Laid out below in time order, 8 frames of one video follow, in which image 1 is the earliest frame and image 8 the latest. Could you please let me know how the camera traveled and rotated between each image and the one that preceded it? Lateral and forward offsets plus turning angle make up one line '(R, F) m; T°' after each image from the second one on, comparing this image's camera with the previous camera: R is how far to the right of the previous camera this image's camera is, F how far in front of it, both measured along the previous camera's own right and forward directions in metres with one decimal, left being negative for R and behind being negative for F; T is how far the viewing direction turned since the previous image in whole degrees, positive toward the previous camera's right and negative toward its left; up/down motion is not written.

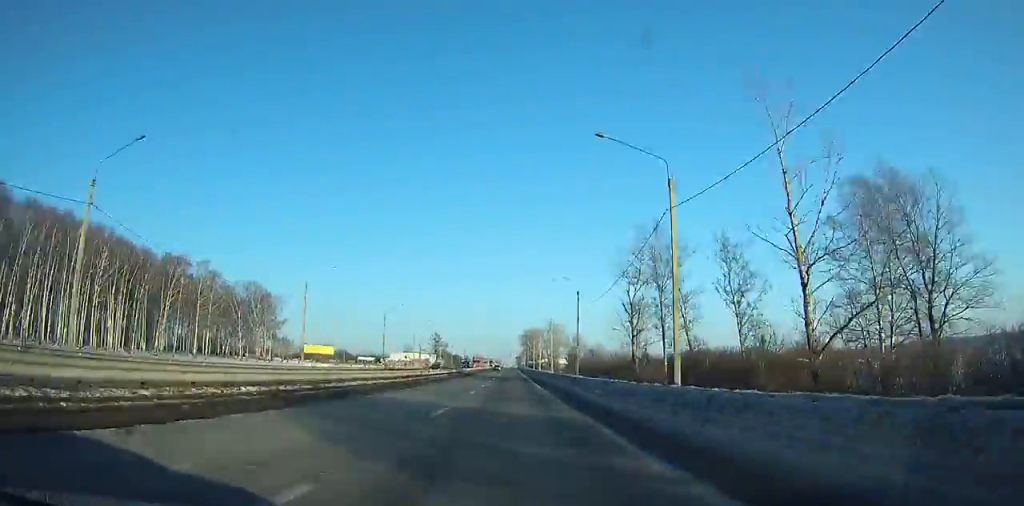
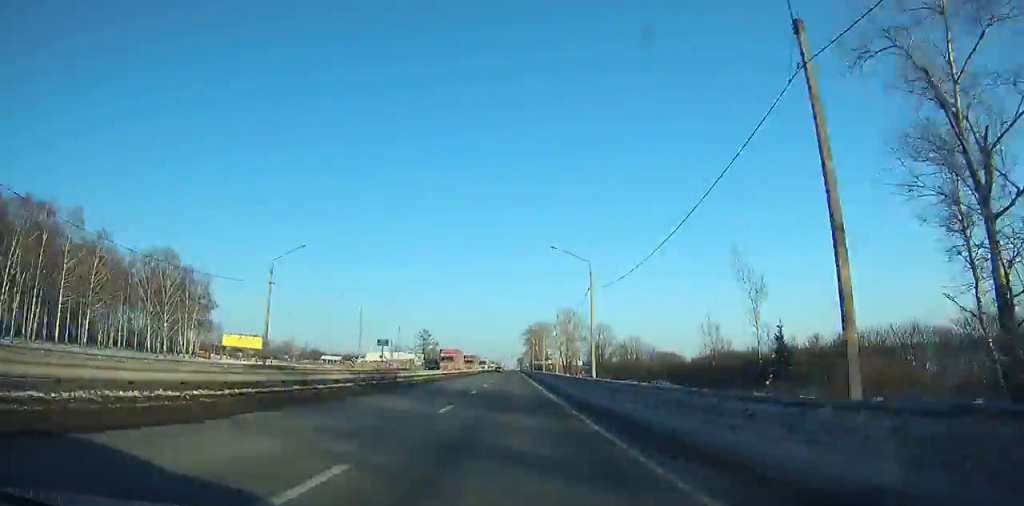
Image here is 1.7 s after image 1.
(0.0, +45.7) m; 0°
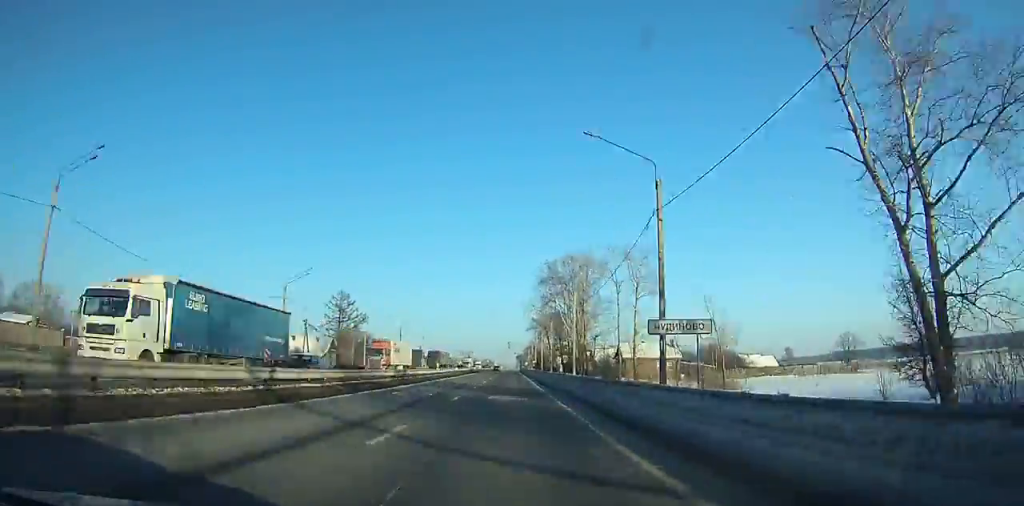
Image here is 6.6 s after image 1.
(-1.0, +121.2) m; -1°
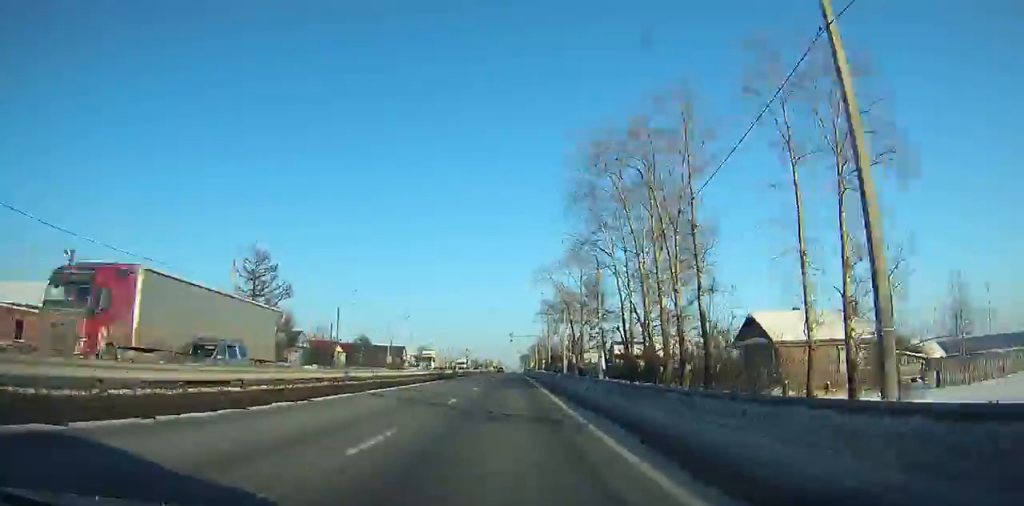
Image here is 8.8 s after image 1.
(-0.2, +49.1) m; 0°
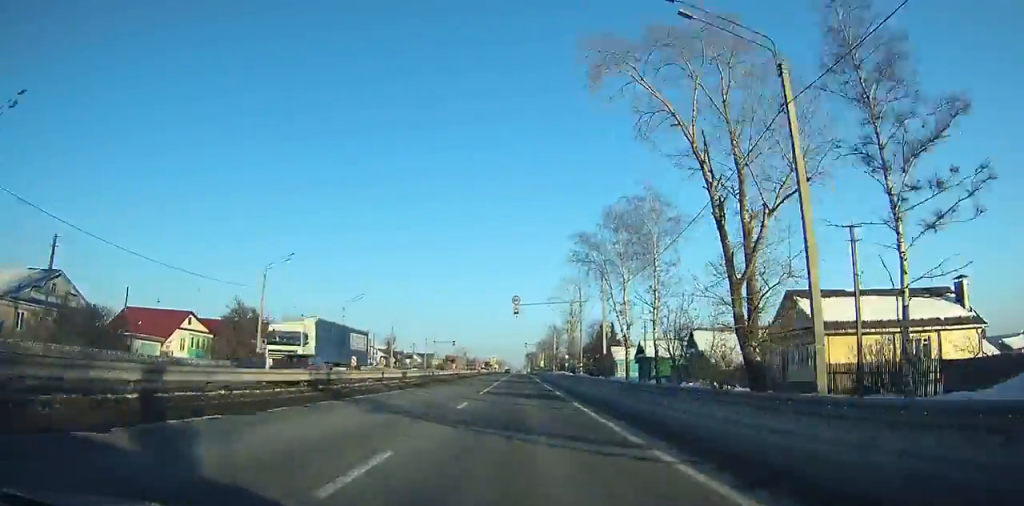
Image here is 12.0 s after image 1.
(+0.3, +64.8) m; +1°
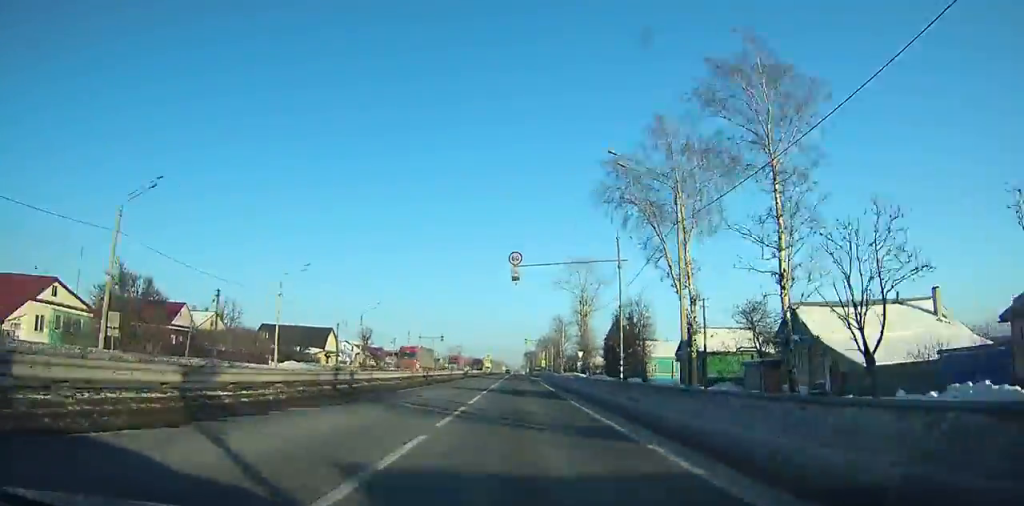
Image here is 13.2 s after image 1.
(+0.1, +22.8) m; 0°
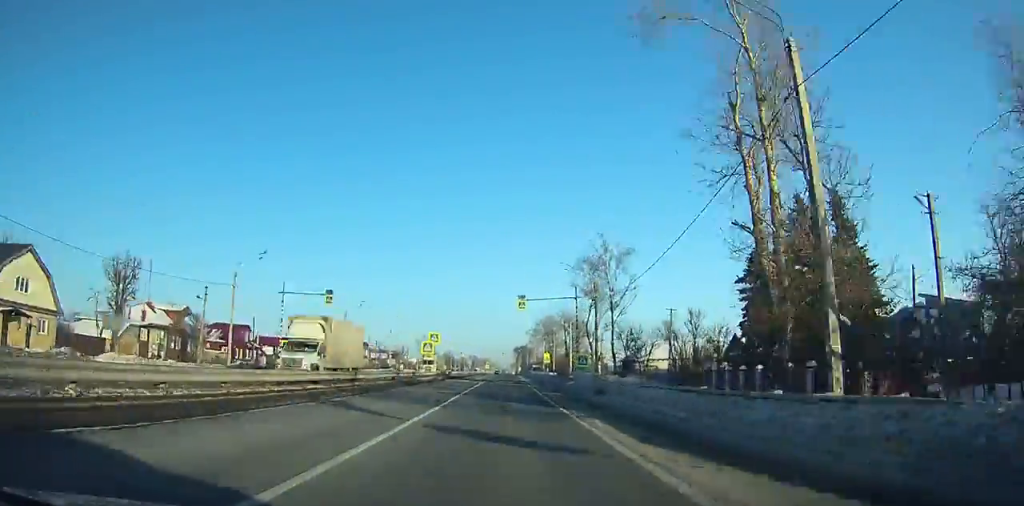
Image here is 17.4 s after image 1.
(+0.5, +75.3) m; 0°
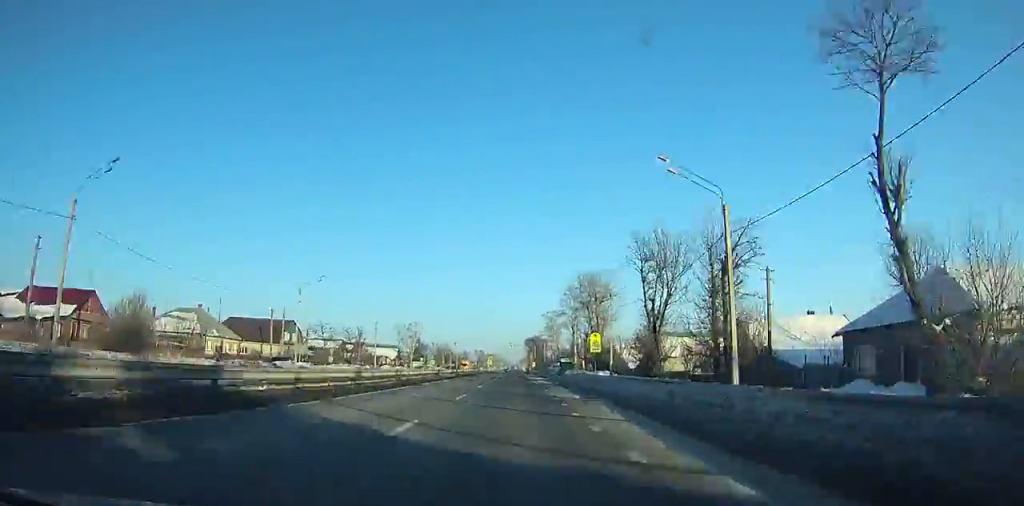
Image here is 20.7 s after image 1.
(-0.2, +56.6) m; 0°
